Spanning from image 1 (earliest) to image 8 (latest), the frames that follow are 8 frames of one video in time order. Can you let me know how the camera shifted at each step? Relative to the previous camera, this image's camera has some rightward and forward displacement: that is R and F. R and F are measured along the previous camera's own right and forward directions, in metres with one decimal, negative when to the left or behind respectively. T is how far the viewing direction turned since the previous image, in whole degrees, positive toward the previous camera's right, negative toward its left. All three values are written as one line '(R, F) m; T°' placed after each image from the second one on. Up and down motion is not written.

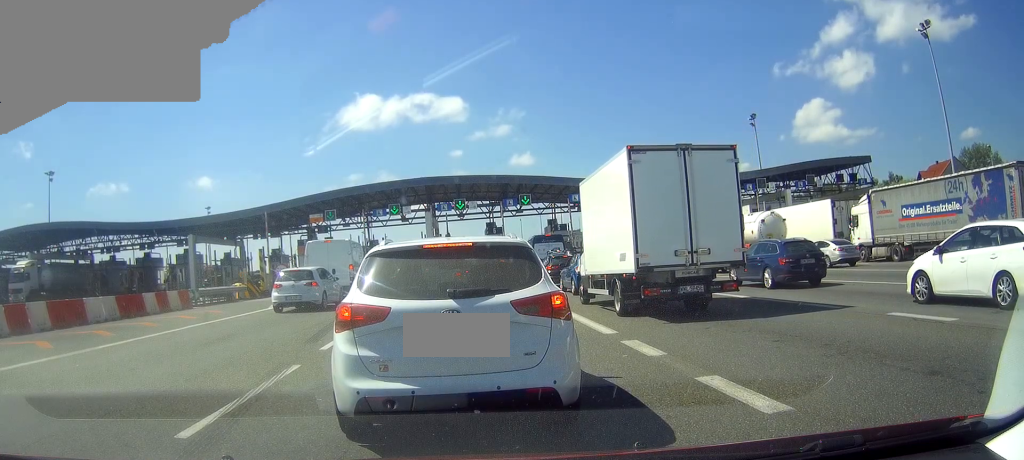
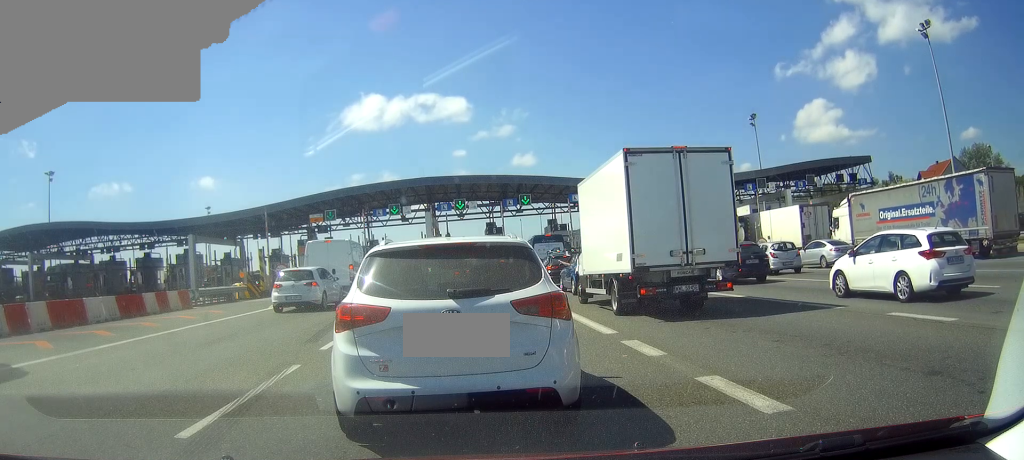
(0.0, 0.0) m; 0°
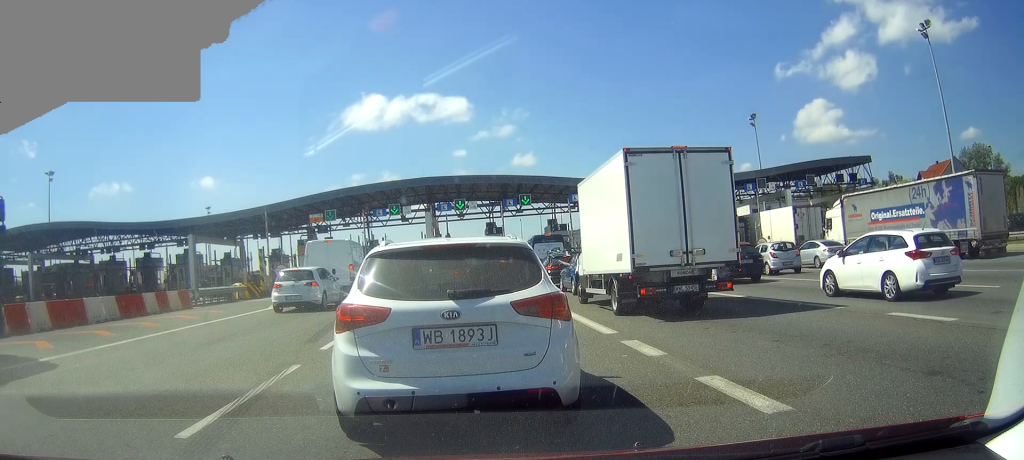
(0.0, 0.0) m; 0°
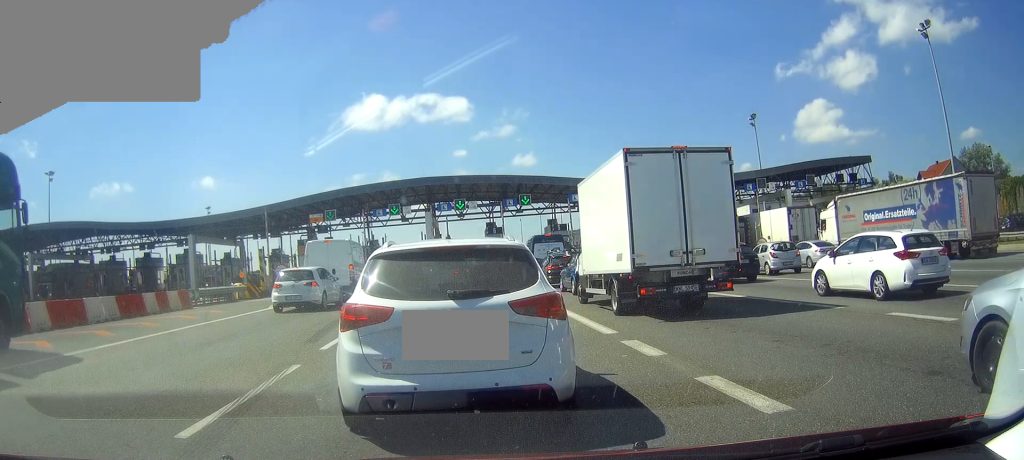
(0.0, 0.0) m; 0°
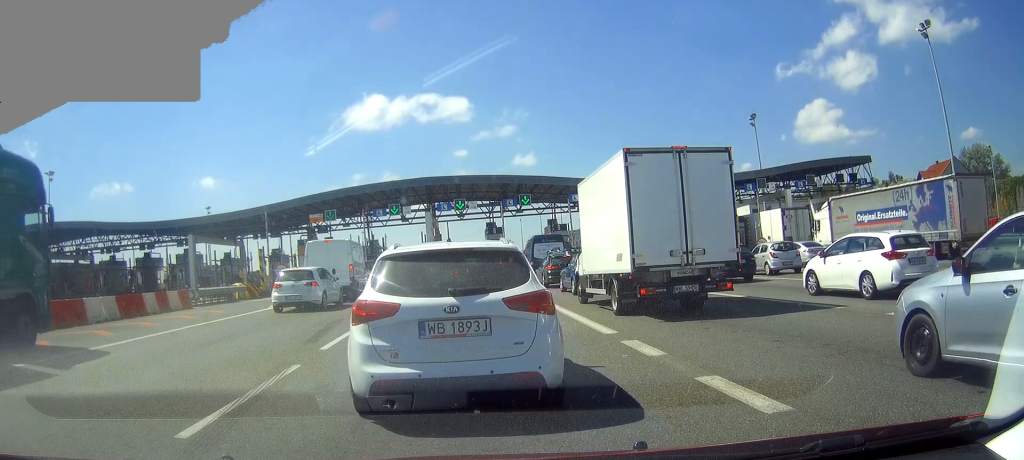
(0.0, 0.0) m; 0°
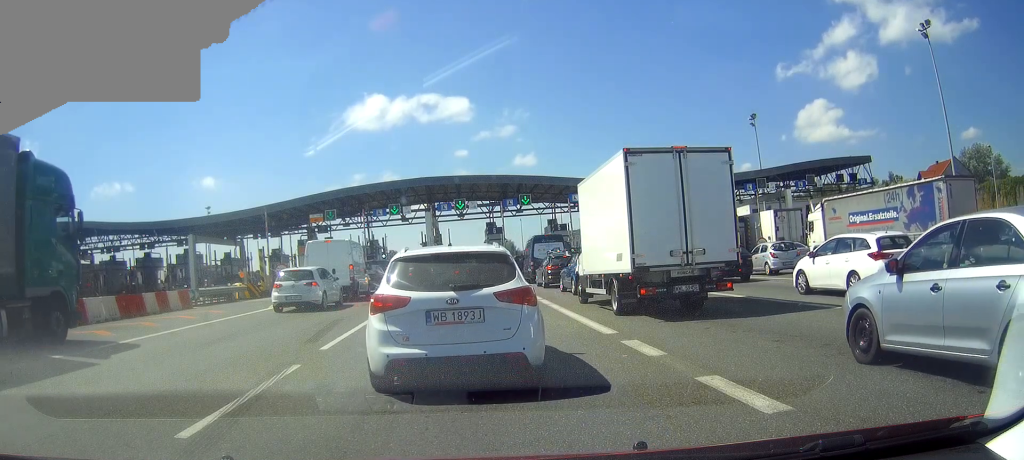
(0.0, 0.0) m; 0°
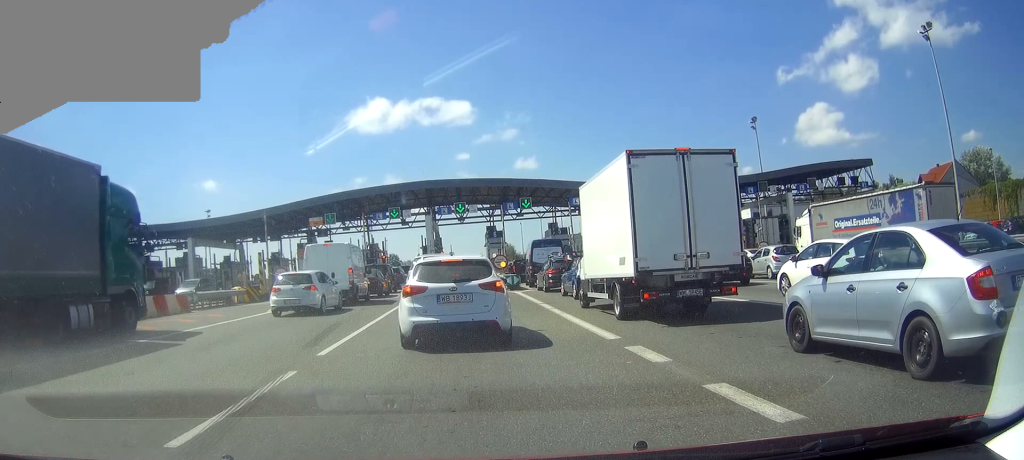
(-0.1, +0.6) m; -3°
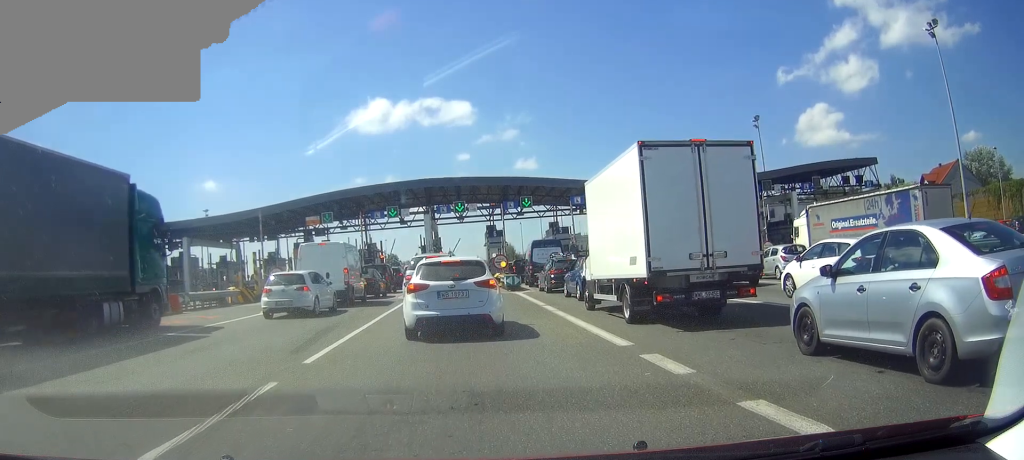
(-0.1, +1.1) m; -6°
